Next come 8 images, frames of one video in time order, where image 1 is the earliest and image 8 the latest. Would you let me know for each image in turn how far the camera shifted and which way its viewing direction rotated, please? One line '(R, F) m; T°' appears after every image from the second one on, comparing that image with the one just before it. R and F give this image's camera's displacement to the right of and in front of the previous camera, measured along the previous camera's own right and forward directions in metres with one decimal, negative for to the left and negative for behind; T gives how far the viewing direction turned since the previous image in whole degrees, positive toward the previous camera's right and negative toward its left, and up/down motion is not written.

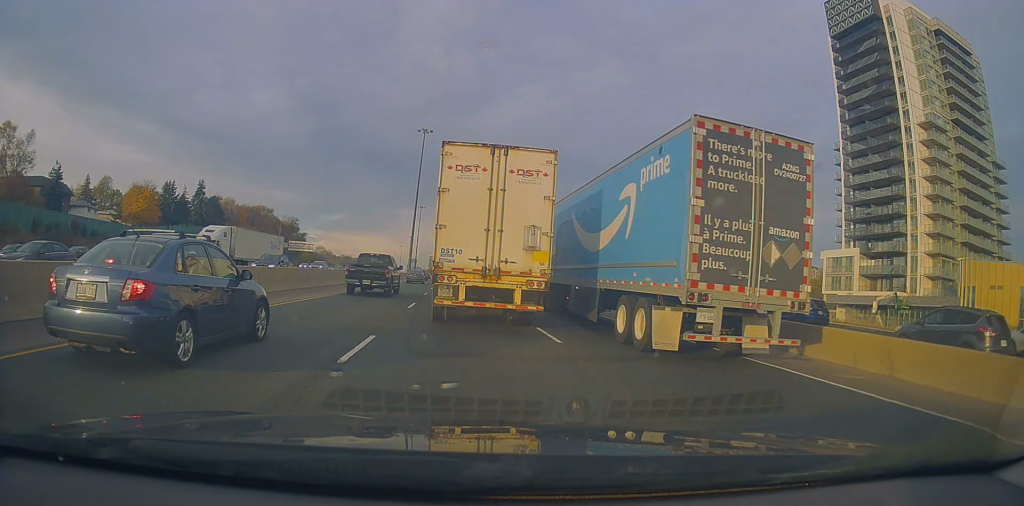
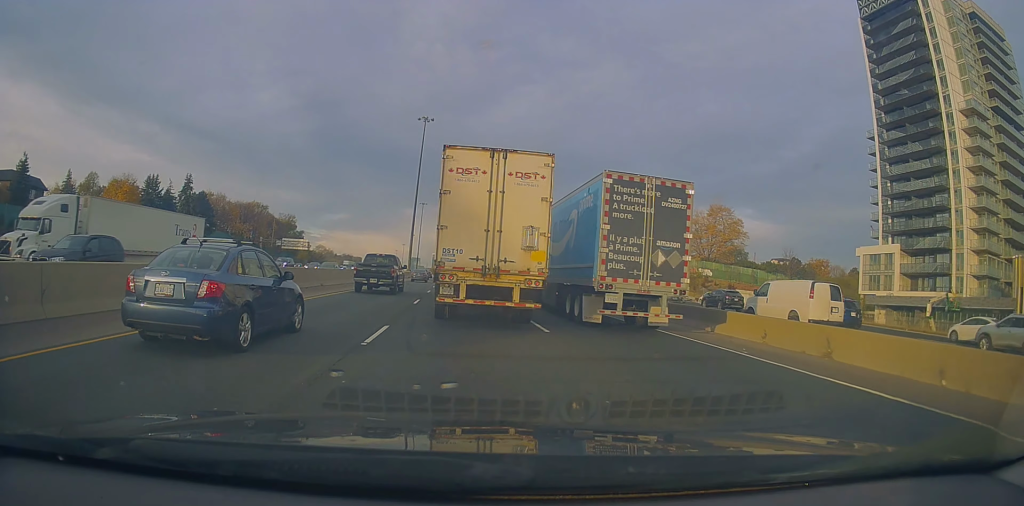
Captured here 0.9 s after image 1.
(+0.4, +9.9) m; -1°
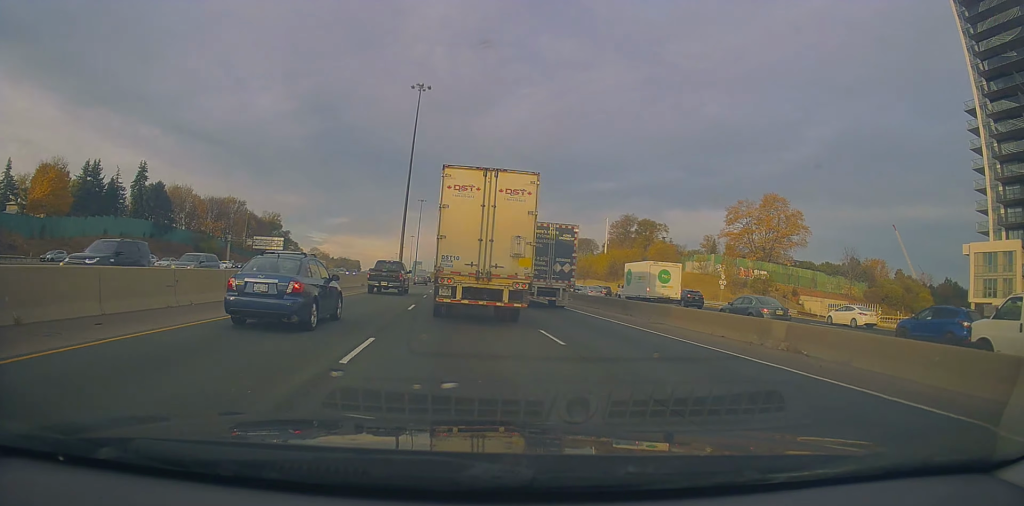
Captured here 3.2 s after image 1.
(+0.1, +25.0) m; +2°
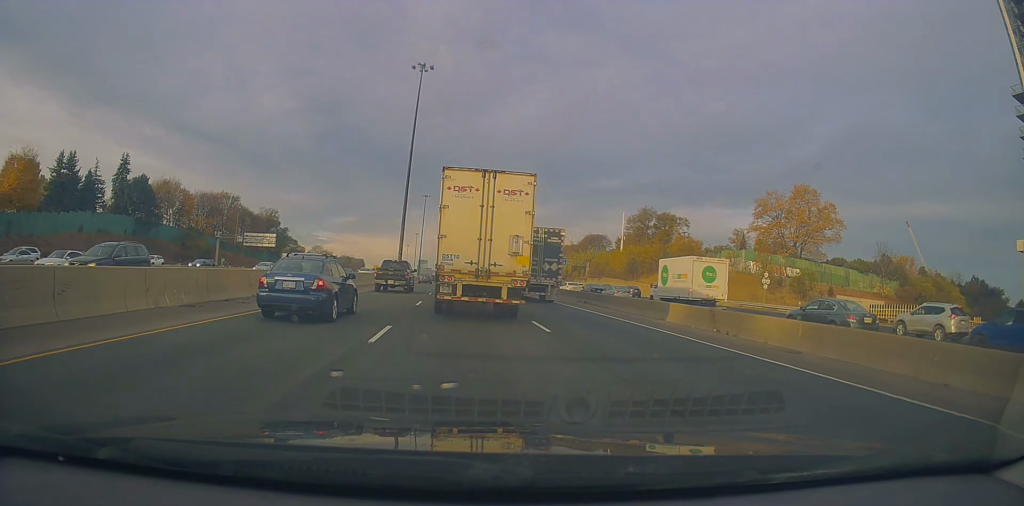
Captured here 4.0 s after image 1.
(0.0, +9.4) m; -2°
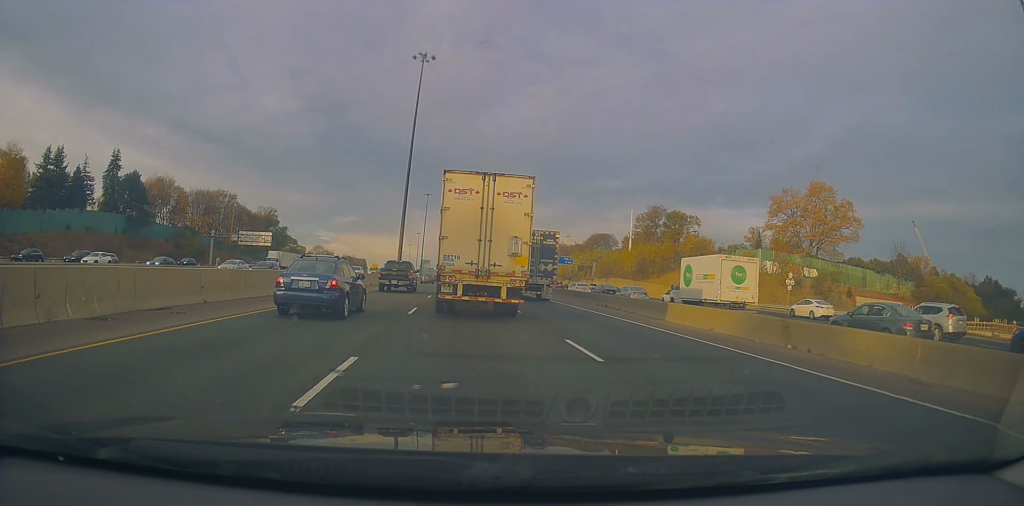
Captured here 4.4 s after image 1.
(-0.2, +4.8) m; 0°
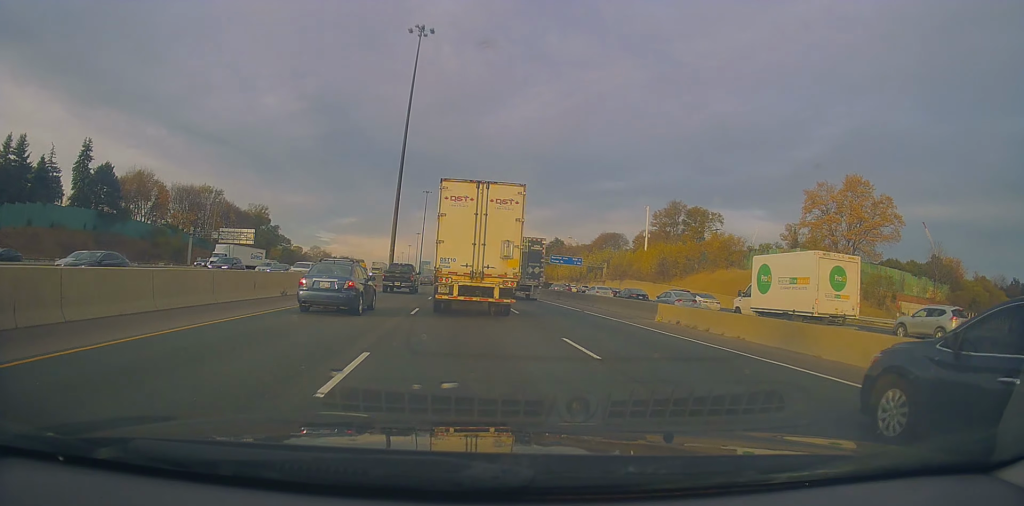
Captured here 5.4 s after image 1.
(0.0, +10.7) m; 0°
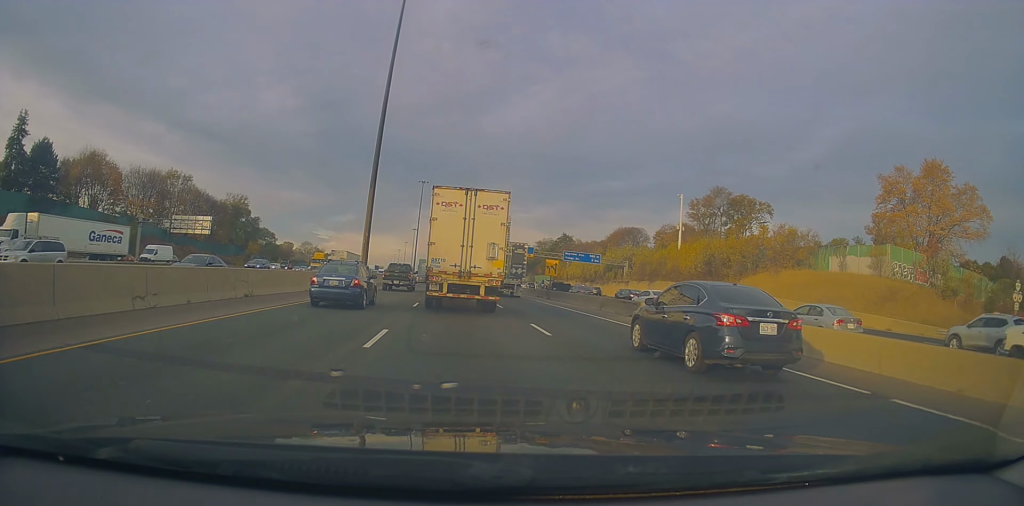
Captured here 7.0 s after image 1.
(-0.2, +19.7) m; -2°
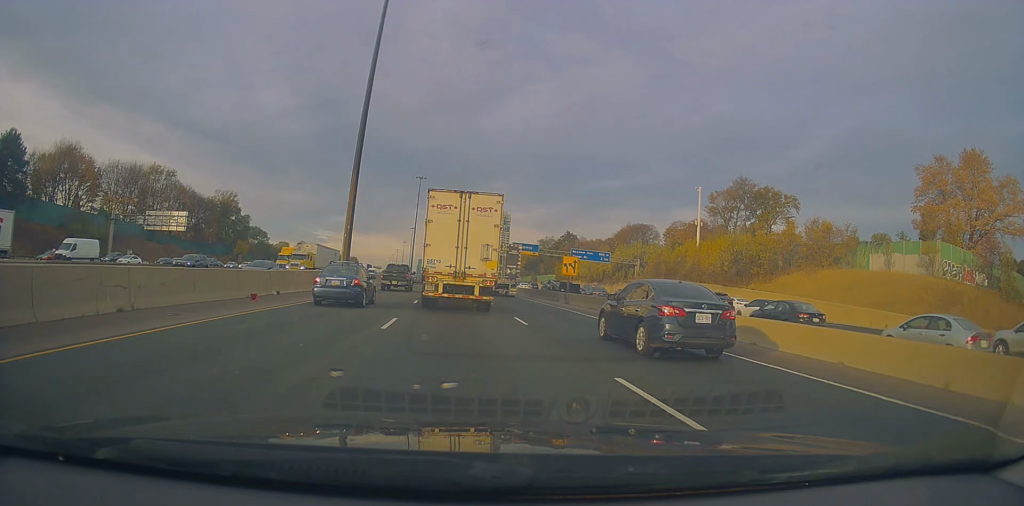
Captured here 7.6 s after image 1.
(0.0, +8.2) m; +2°
